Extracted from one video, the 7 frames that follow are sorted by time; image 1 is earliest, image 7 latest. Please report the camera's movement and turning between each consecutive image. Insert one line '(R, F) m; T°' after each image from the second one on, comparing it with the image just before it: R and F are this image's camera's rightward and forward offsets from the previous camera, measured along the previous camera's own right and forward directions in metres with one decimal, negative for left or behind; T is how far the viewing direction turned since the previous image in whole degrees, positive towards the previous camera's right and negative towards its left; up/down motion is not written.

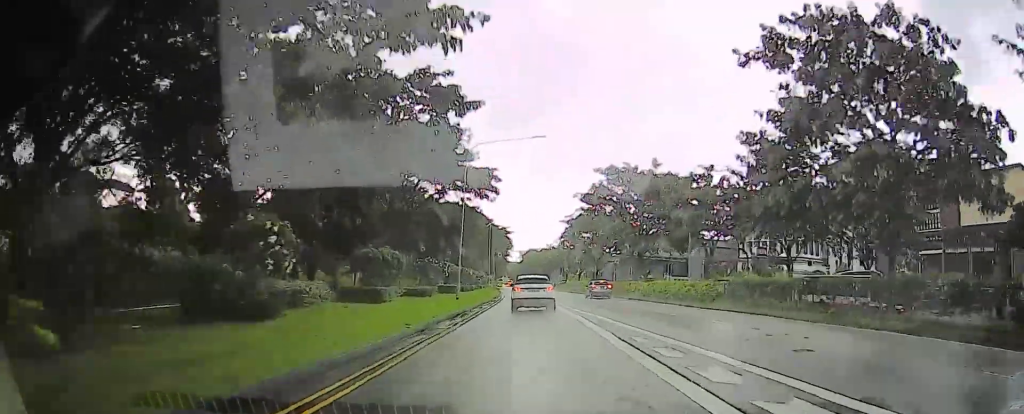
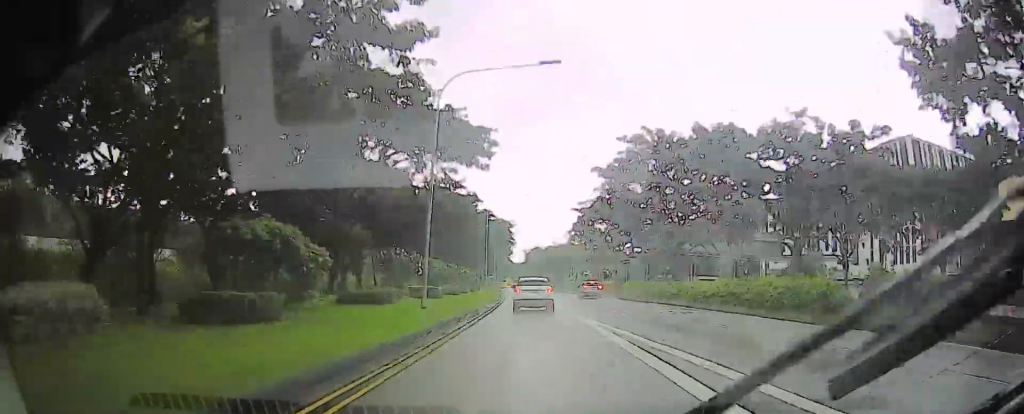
(0.0, +12.6) m; 0°
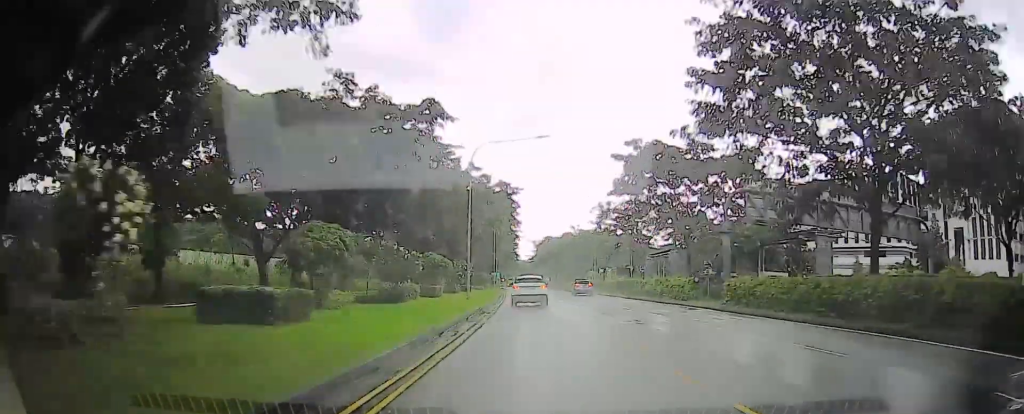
(+0.2, +24.4) m; +1°
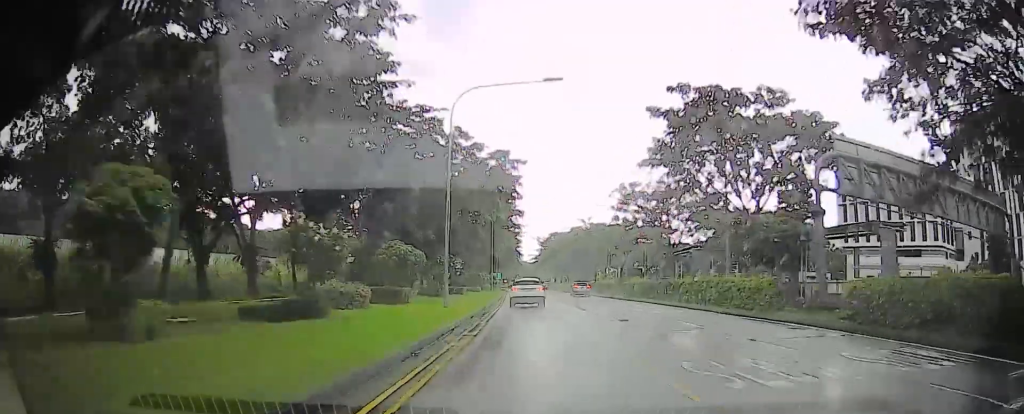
(+0.1, +10.4) m; 0°
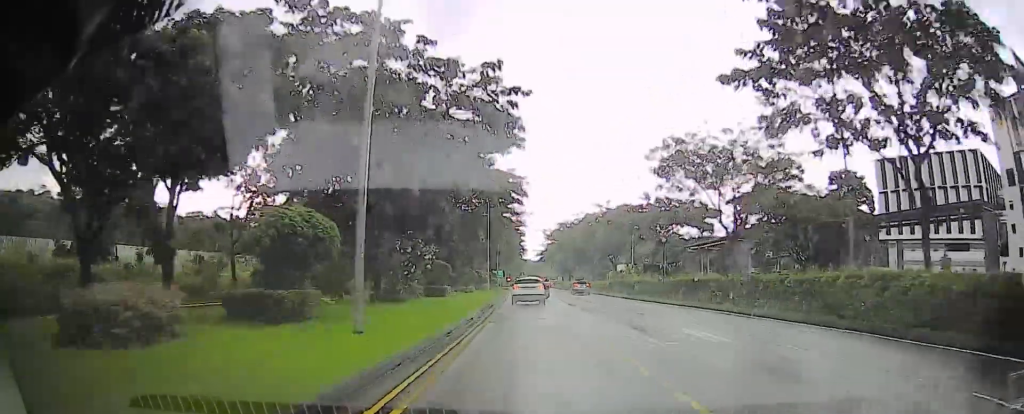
(-0.1, +12.7) m; 0°
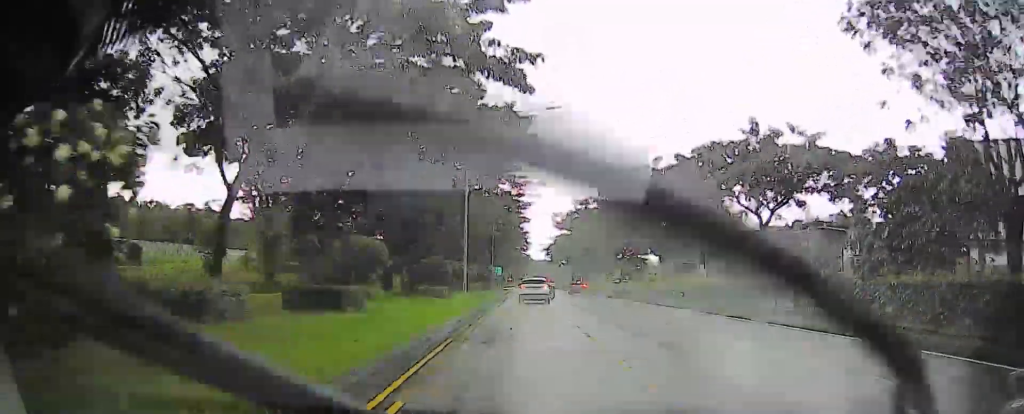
(-0.2, +21.4) m; -2°
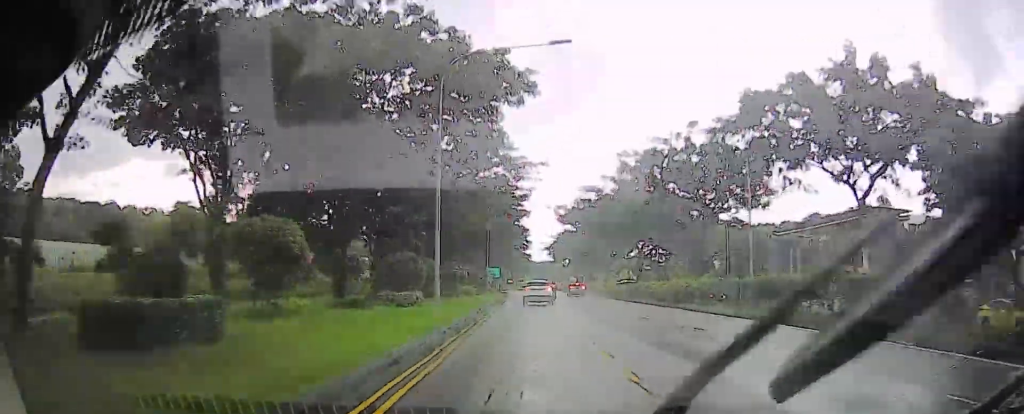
(-0.2, +9.1) m; -1°
